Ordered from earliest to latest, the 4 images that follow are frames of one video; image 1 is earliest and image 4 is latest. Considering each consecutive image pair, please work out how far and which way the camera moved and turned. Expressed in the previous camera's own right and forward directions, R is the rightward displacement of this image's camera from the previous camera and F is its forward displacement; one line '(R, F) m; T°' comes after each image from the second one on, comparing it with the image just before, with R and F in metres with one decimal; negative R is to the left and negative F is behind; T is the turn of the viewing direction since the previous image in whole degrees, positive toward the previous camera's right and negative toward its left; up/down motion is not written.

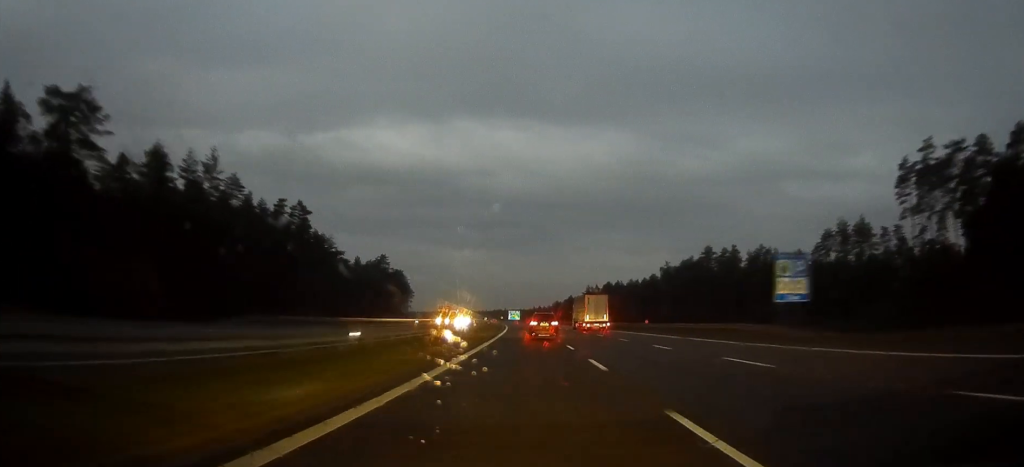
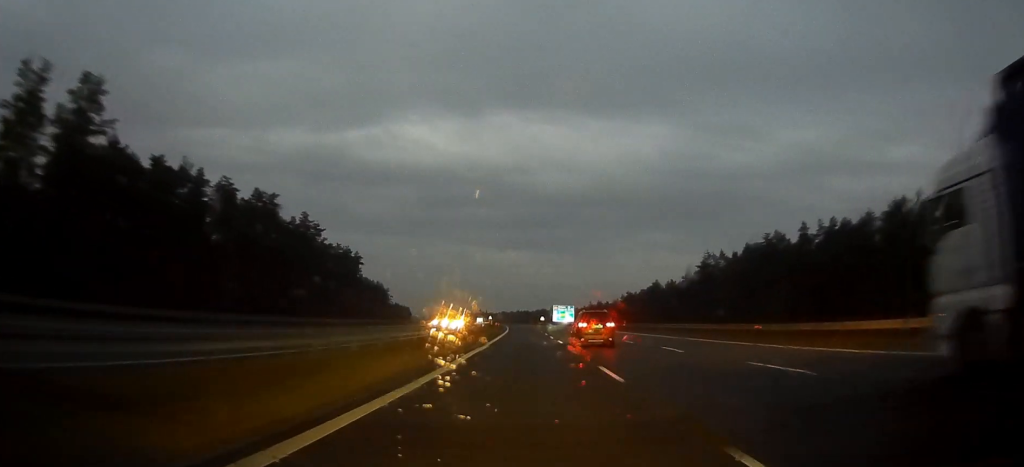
(-6.3, +184.2) m; -4°
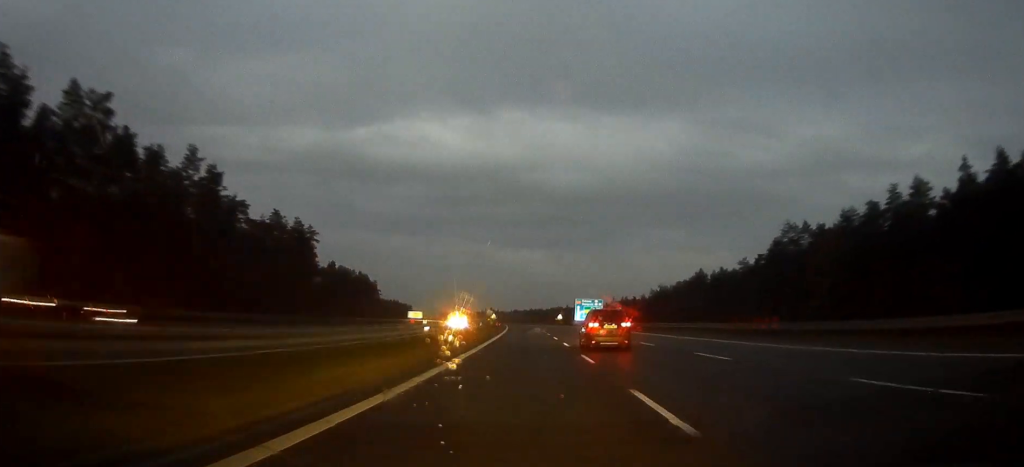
(-0.9, +54.3) m; -1°
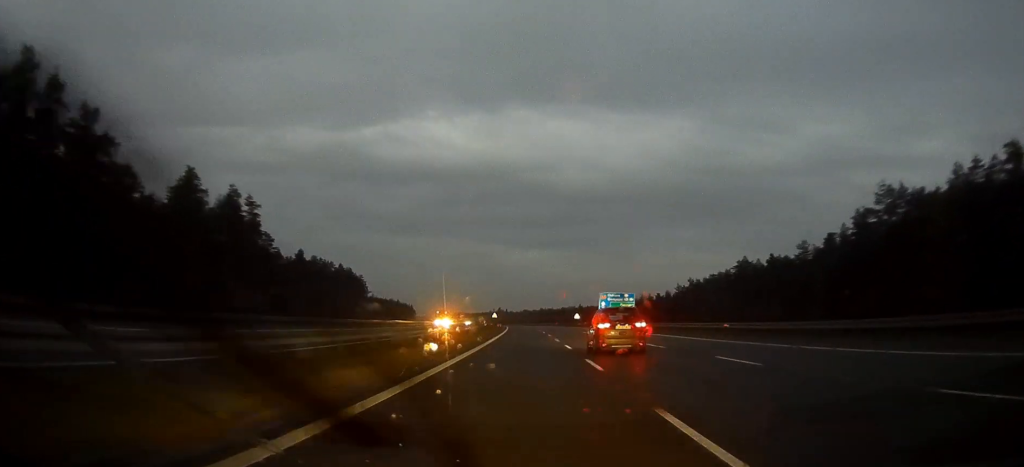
(-0.2, +38.7) m; -1°
